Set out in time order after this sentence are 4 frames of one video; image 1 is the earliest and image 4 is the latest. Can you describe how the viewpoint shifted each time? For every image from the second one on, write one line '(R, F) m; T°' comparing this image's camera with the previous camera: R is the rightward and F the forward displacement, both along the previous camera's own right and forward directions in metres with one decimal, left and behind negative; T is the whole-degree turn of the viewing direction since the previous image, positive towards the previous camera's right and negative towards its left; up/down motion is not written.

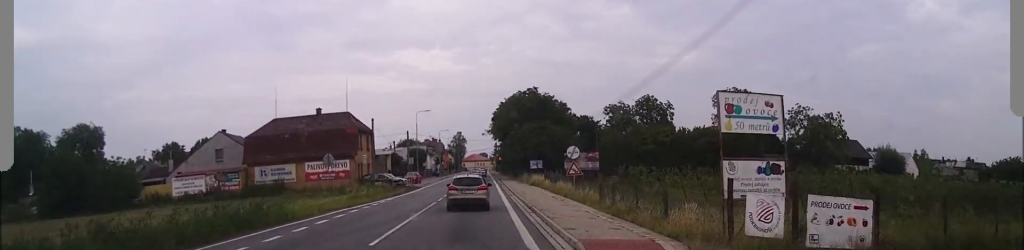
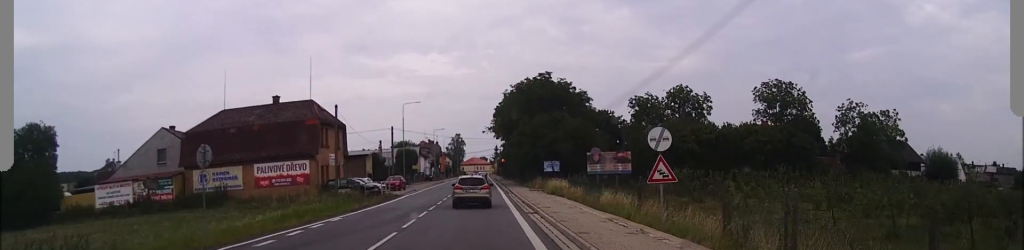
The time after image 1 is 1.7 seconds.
(-0.3, +16.2) m; 0°
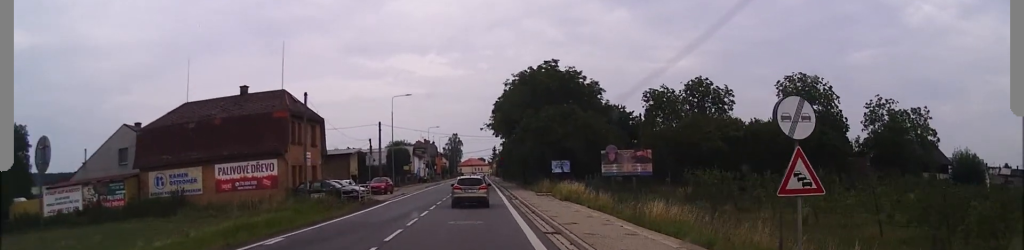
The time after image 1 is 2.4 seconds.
(+0.2, +8.1) m; +1°
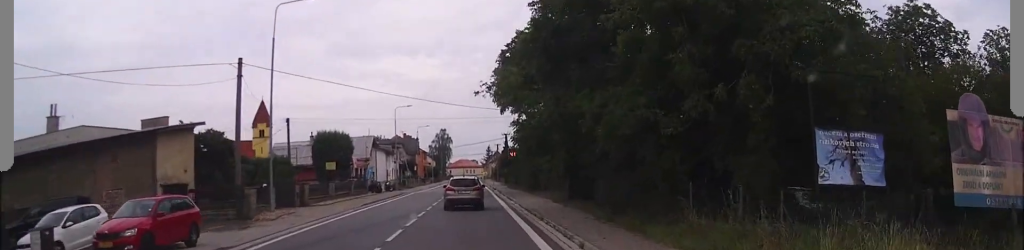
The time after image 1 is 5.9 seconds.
(0.0, +40.1) m; 0°
